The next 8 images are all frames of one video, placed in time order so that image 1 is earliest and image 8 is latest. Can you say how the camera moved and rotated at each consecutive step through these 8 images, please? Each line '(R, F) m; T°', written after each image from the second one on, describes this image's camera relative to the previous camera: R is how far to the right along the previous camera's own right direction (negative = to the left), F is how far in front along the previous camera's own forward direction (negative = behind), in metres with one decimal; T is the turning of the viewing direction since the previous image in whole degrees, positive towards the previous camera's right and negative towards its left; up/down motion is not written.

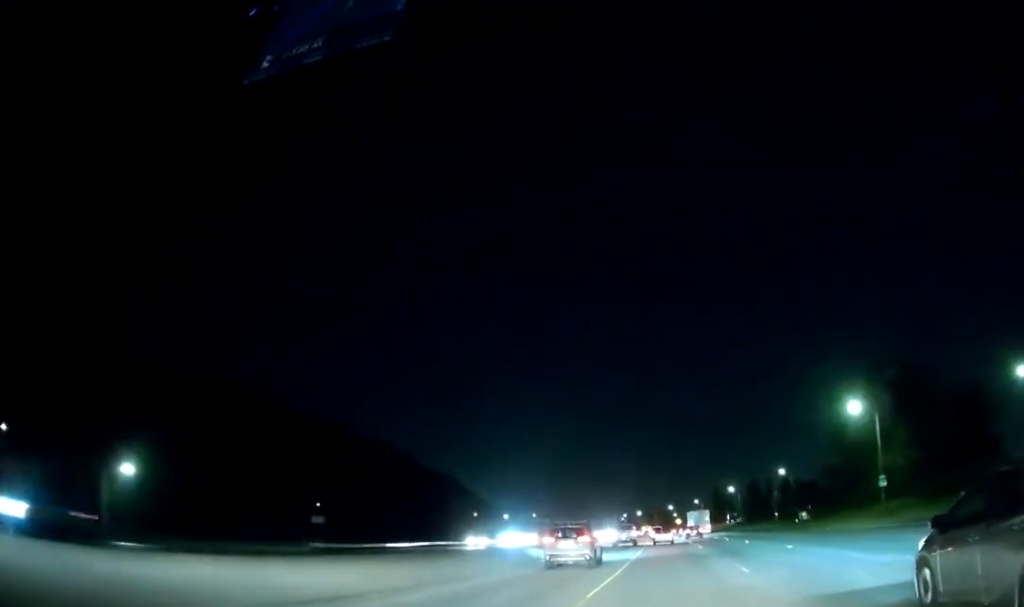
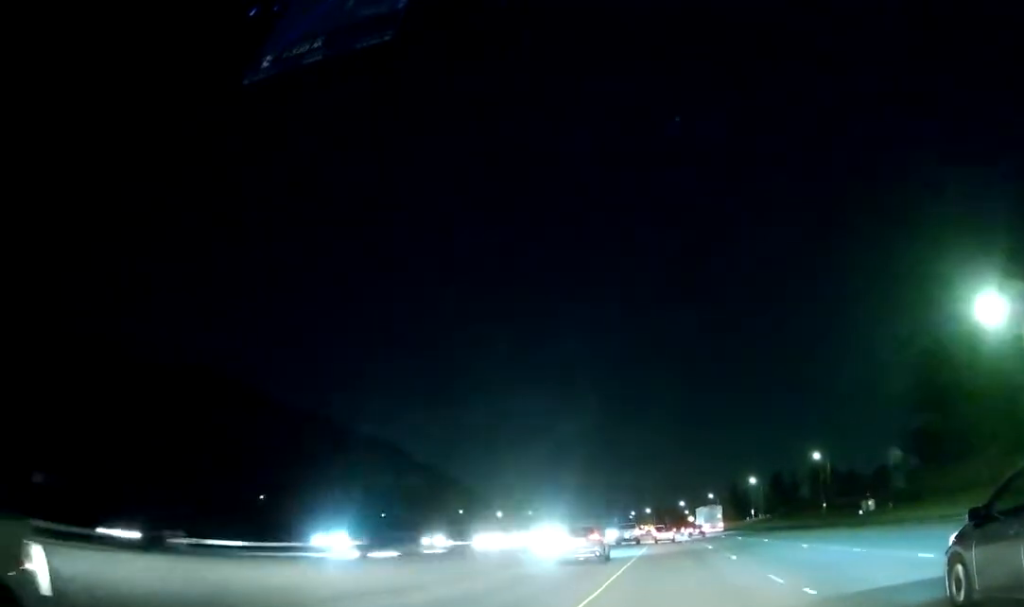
(-3.9, +34.7) m; 0°
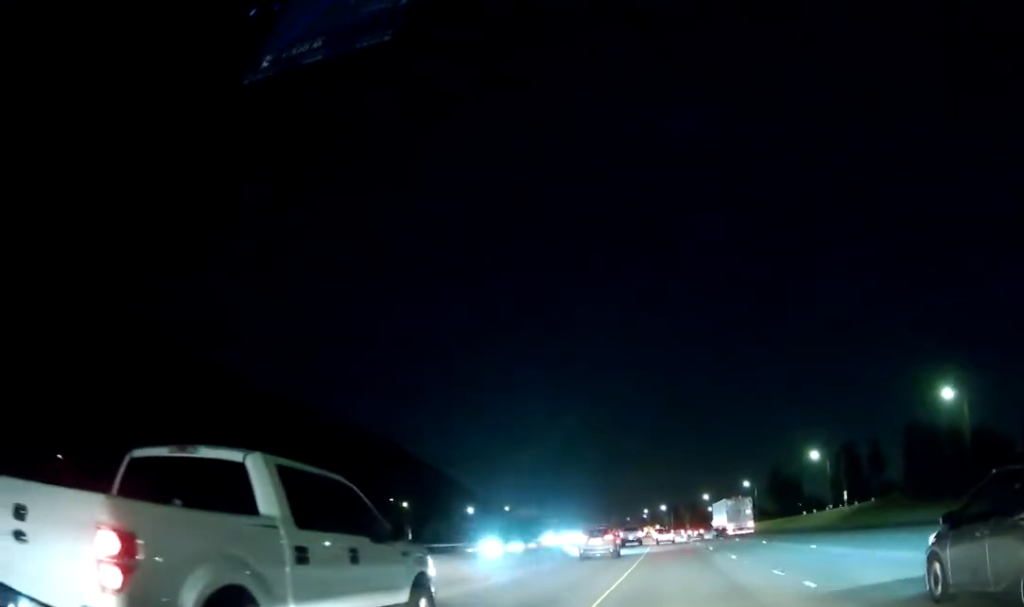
(+9.7, +71.0) m; +2°
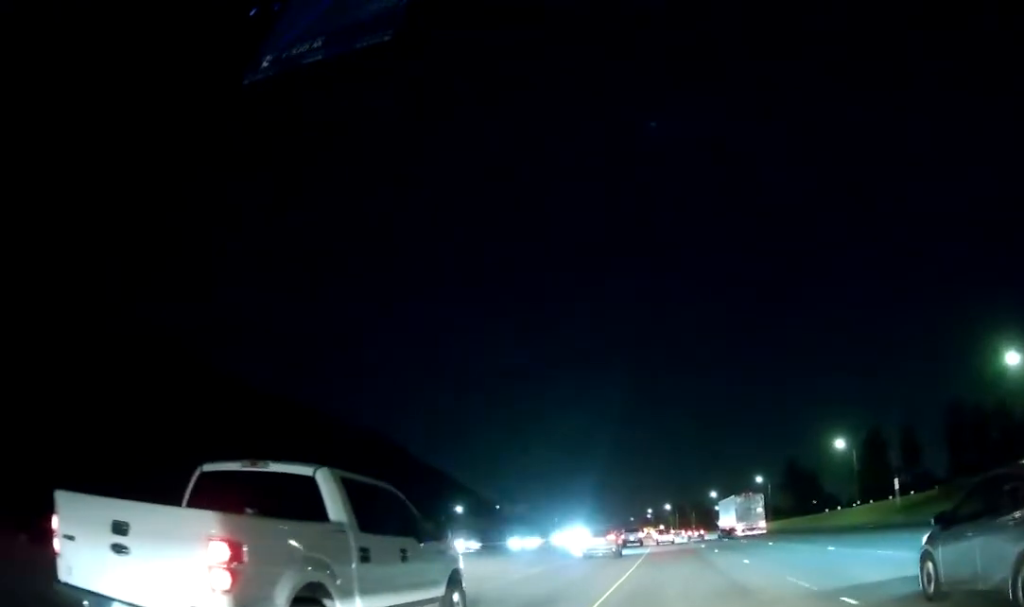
(-0.3, +18.6) m; -1°
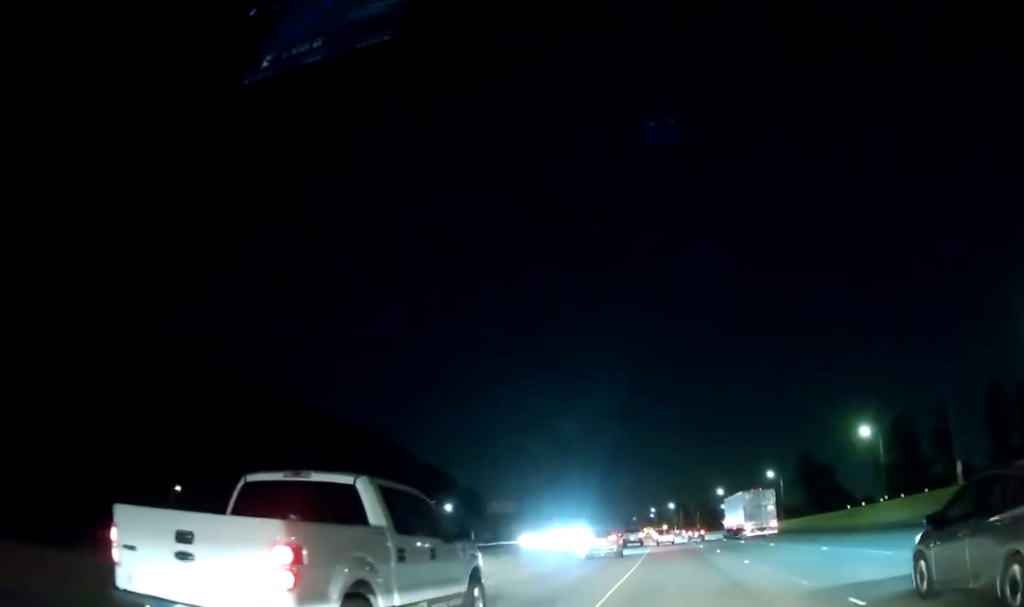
(0.0, +13.4) m; 0°
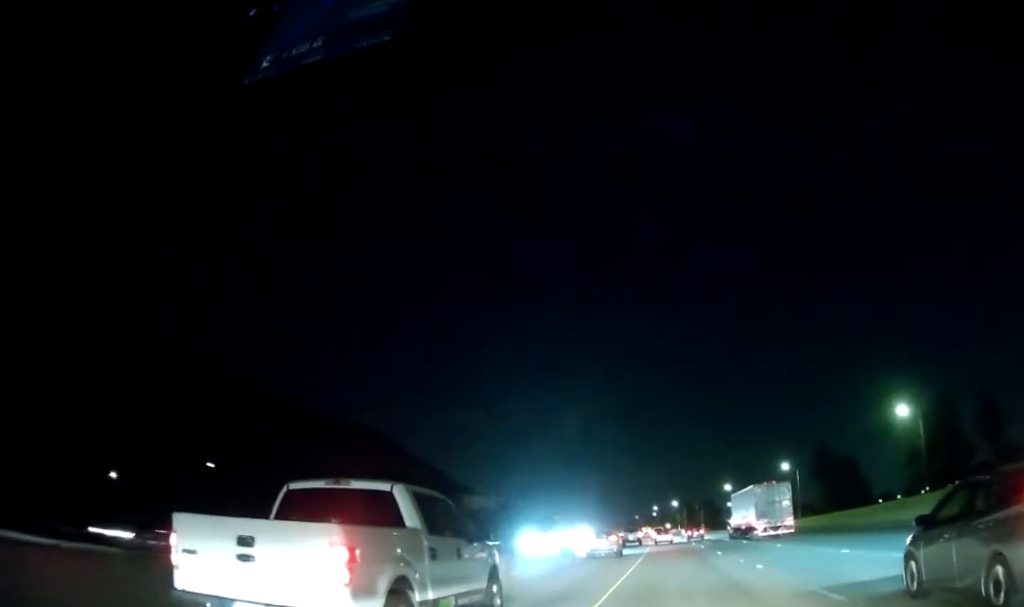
(0.0, +17.8) m; 0°
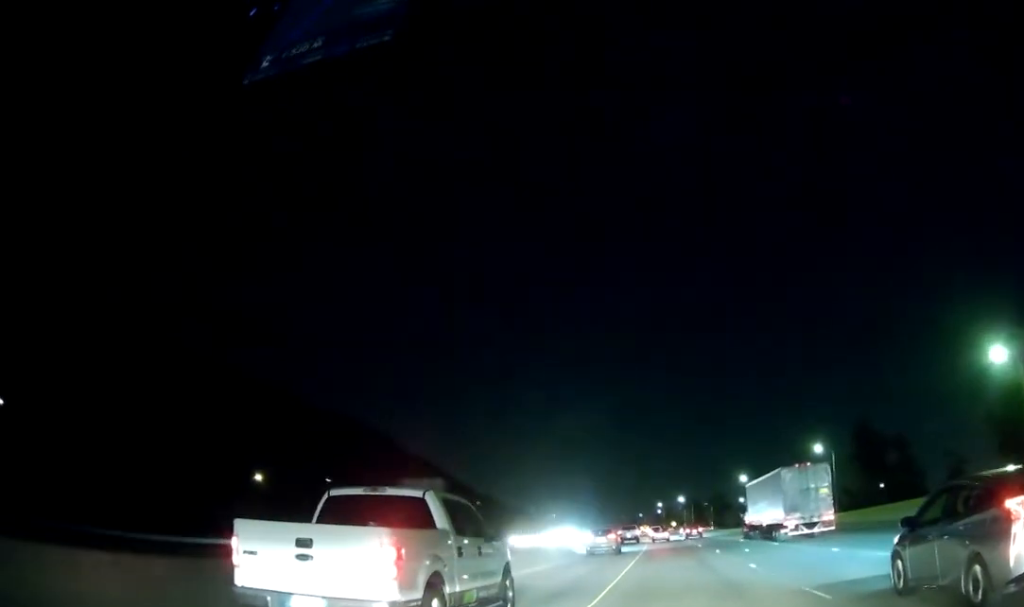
(-0.1, +28.4) m; -1°
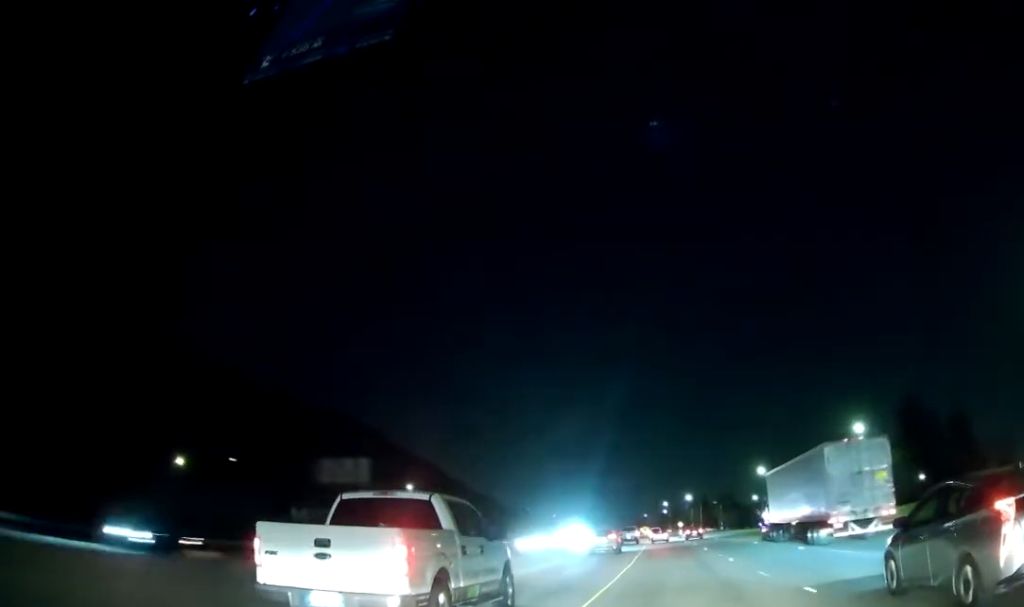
(-0.1, +22.3) m; -1°
